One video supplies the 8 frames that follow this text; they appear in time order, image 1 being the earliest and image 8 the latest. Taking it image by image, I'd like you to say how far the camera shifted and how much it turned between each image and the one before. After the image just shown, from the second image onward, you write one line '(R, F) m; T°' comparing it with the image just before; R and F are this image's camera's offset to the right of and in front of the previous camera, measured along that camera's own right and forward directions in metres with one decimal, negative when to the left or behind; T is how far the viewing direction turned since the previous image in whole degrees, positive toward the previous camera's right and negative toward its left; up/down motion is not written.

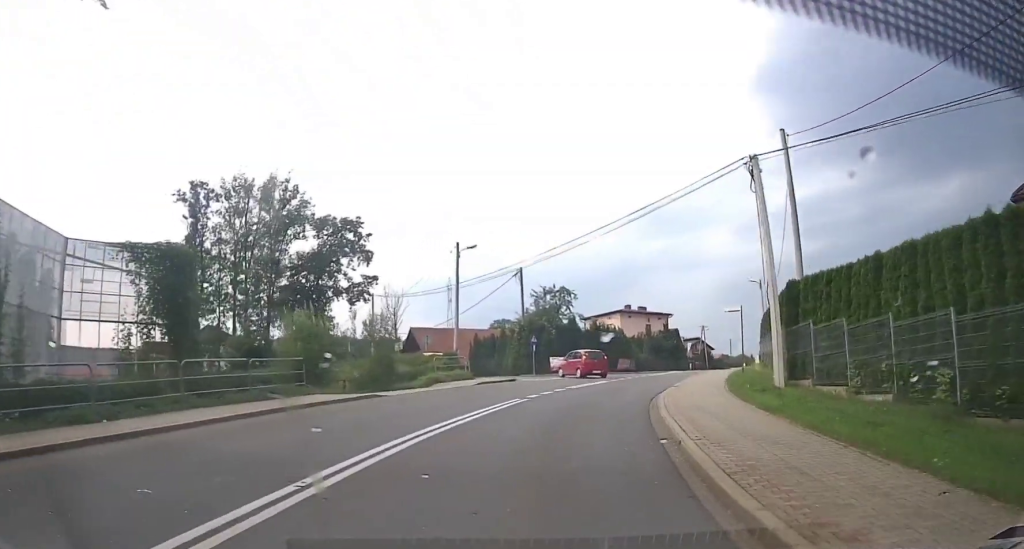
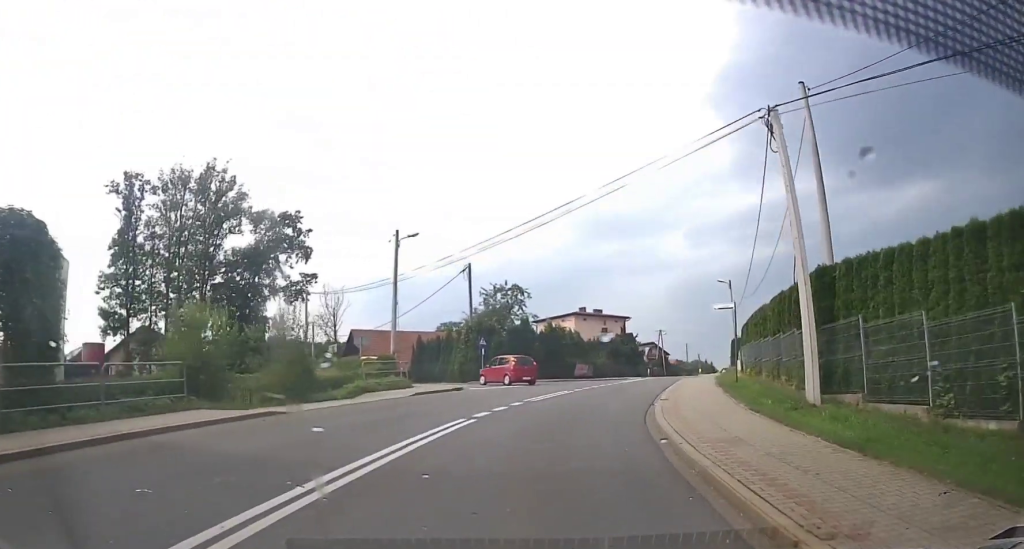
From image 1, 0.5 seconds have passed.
(+0.3, +5.2) m; +5°
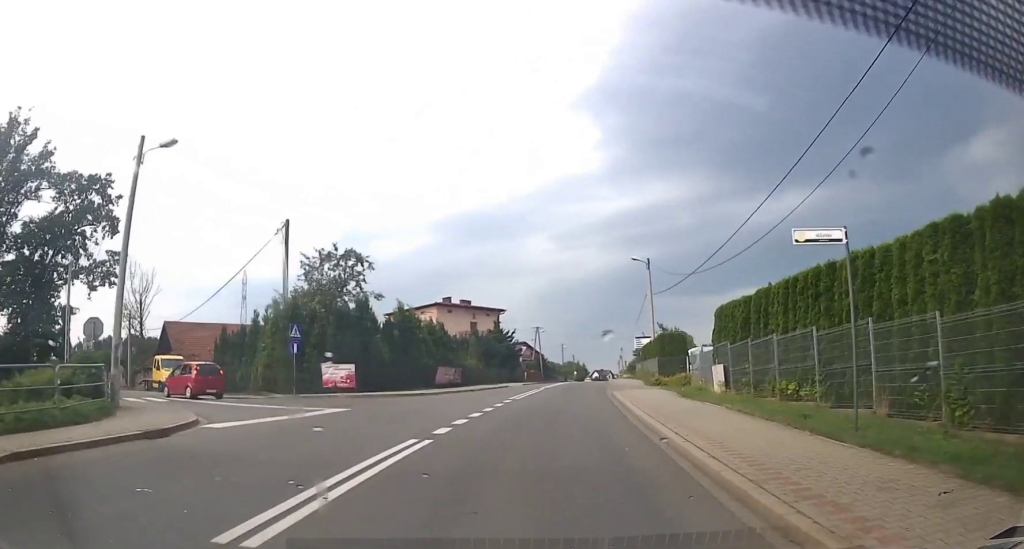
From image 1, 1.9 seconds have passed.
(+1.9, +15.4) m; +12°
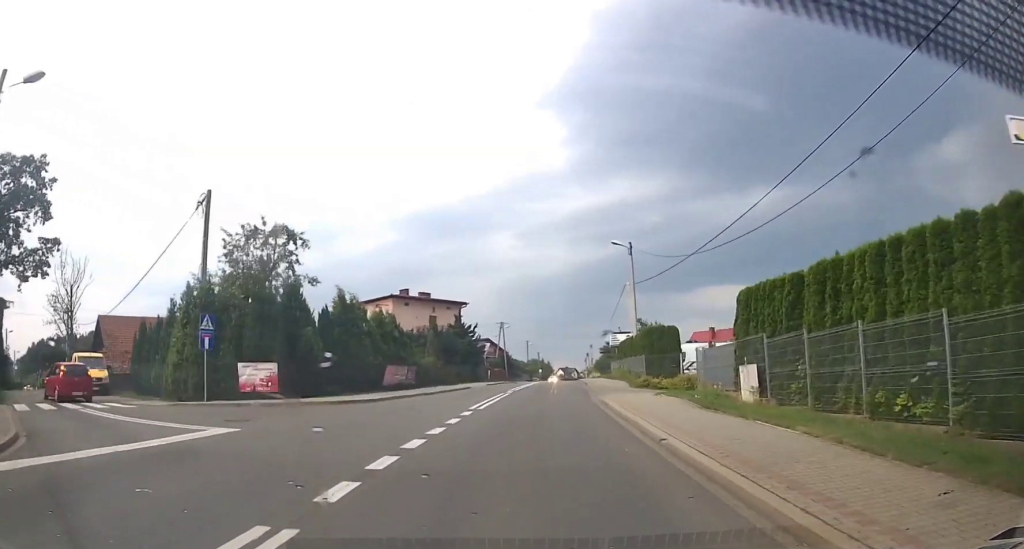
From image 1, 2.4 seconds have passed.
(+0.2, +5.9) m; +2°
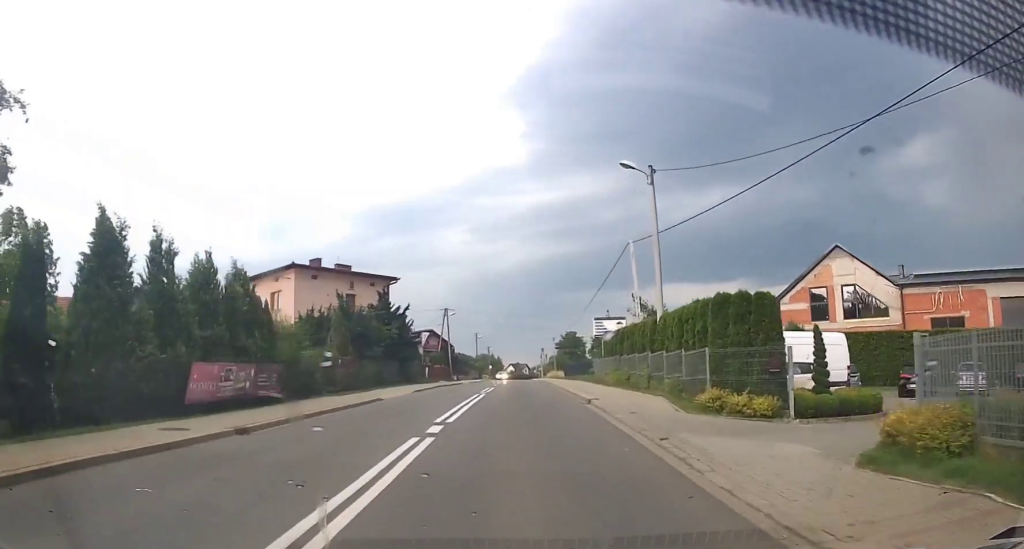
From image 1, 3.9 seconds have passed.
(+0.6, +20.0) m; +2°
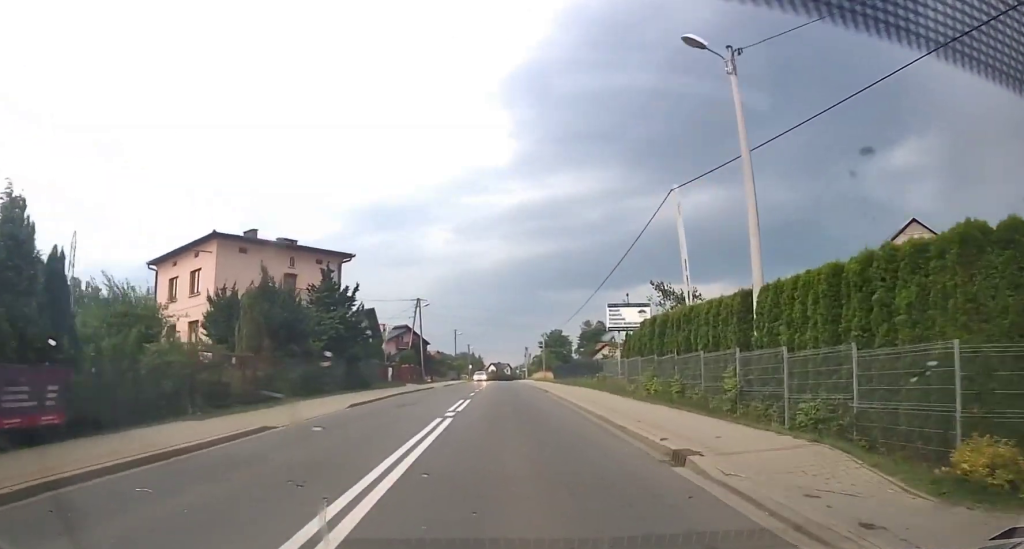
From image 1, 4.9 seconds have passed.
(+0.1, +14.5) m; 0°
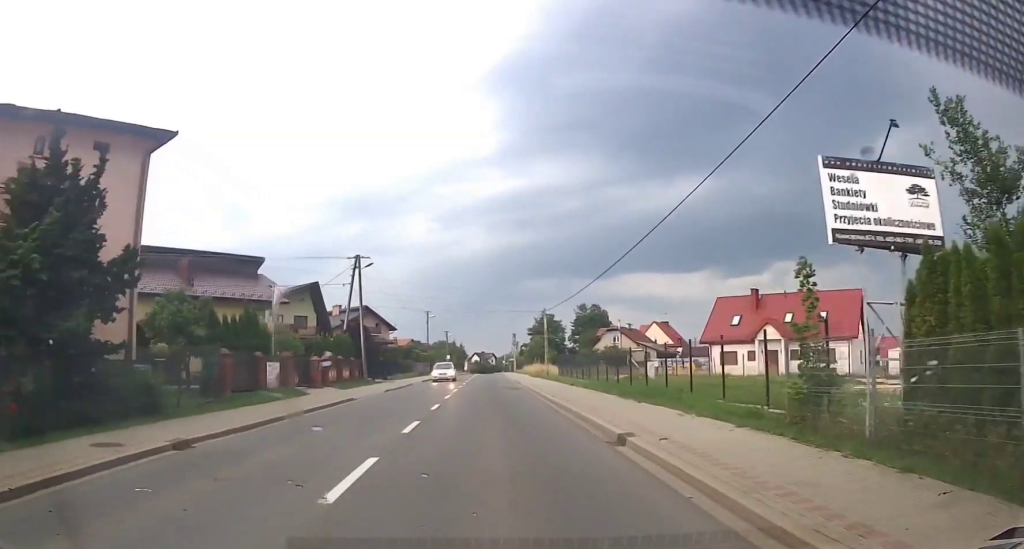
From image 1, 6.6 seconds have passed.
(-0.4, +27.2) m; -1°
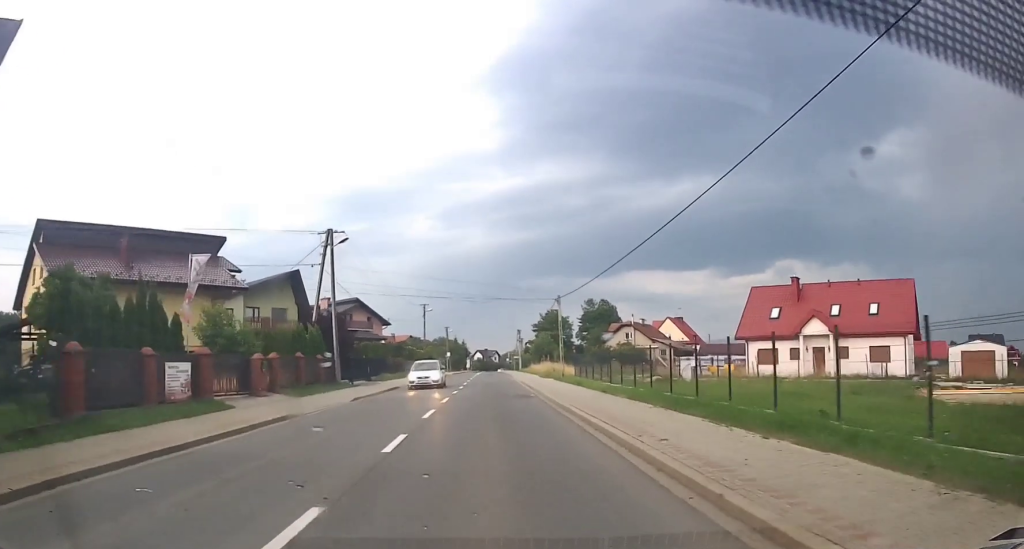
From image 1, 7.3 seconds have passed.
(0.0, +9.9) m; 0°
